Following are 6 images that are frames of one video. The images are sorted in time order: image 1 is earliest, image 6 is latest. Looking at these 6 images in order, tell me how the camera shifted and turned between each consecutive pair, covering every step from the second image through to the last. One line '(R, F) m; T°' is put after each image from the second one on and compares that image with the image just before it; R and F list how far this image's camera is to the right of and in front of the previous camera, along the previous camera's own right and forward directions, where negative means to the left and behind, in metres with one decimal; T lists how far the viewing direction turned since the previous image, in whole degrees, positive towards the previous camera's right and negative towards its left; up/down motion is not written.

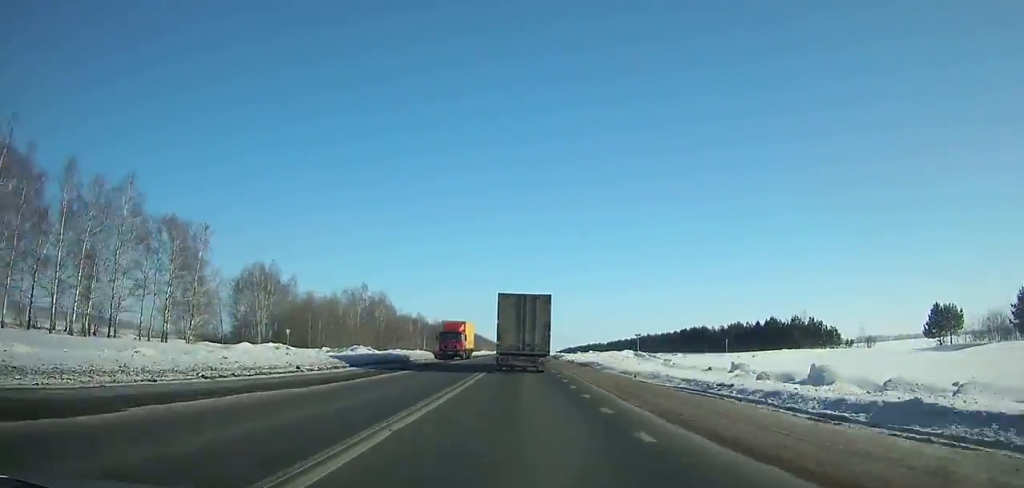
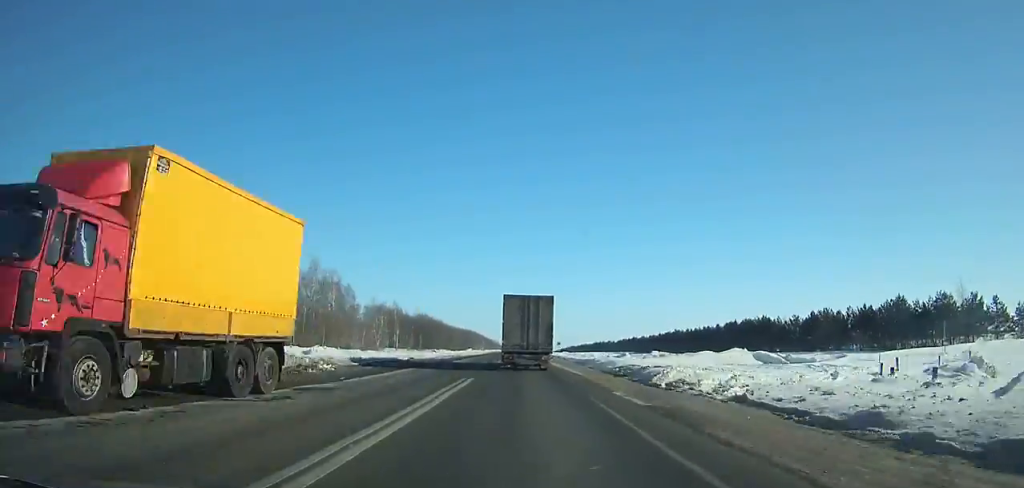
(-0.1, +53.5) m; 0°
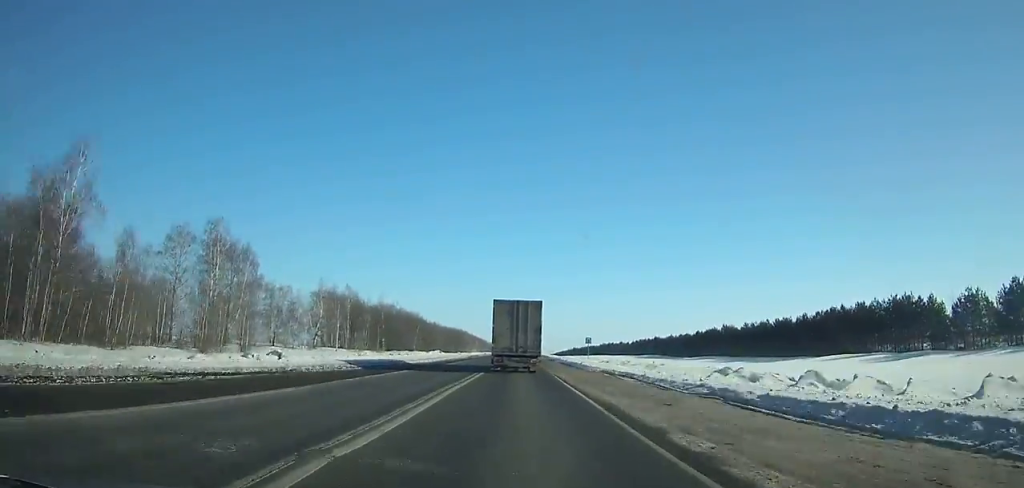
(-0.1, +60.5) m; 0°
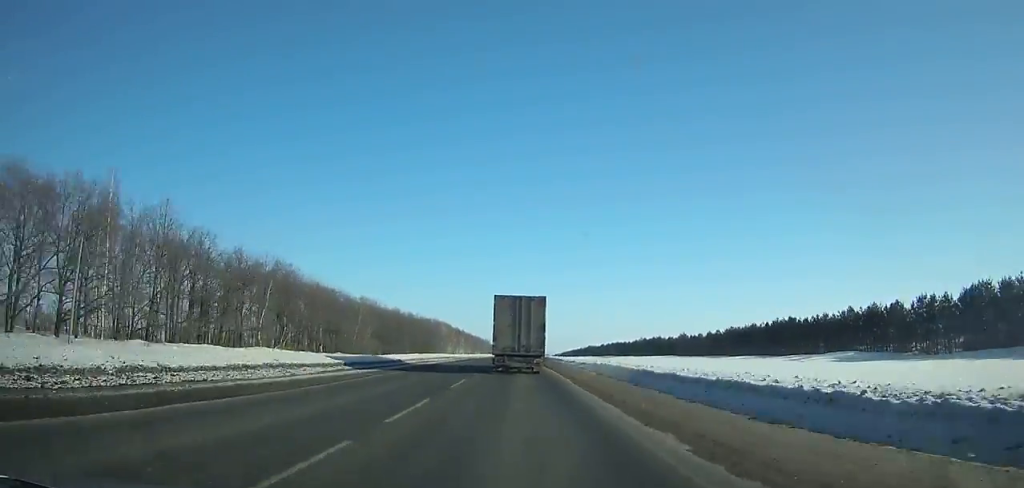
(+0.2, +131.3) m; 0°
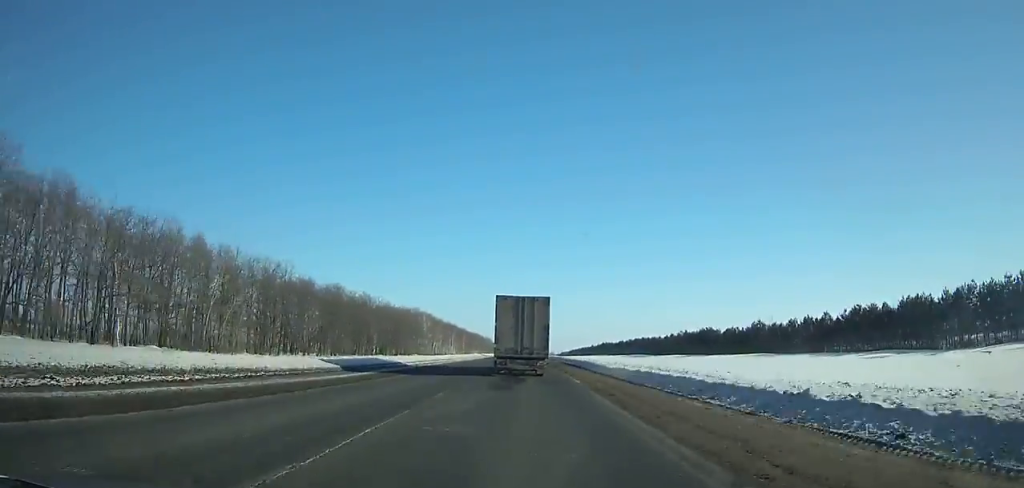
(-0.1, +68.4) m; 0°
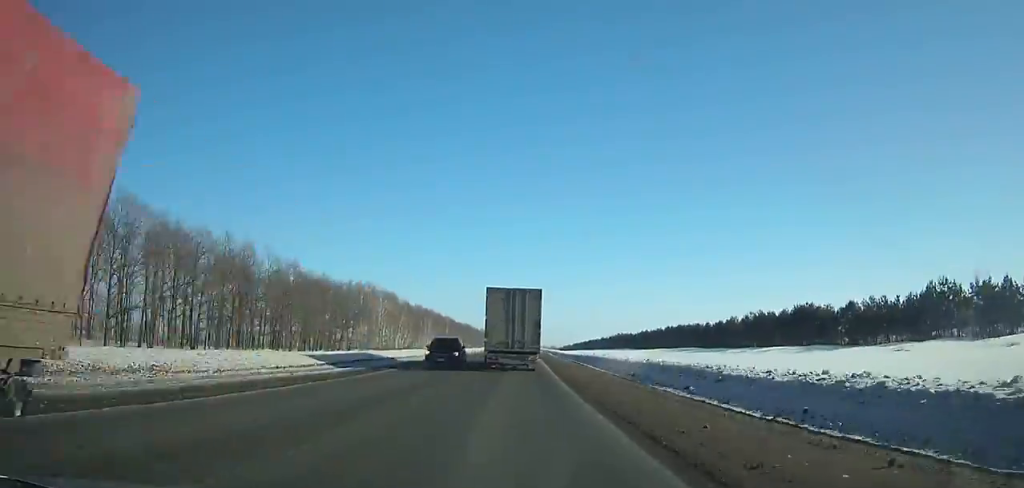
(+0.2, +75.4) m; 0°
